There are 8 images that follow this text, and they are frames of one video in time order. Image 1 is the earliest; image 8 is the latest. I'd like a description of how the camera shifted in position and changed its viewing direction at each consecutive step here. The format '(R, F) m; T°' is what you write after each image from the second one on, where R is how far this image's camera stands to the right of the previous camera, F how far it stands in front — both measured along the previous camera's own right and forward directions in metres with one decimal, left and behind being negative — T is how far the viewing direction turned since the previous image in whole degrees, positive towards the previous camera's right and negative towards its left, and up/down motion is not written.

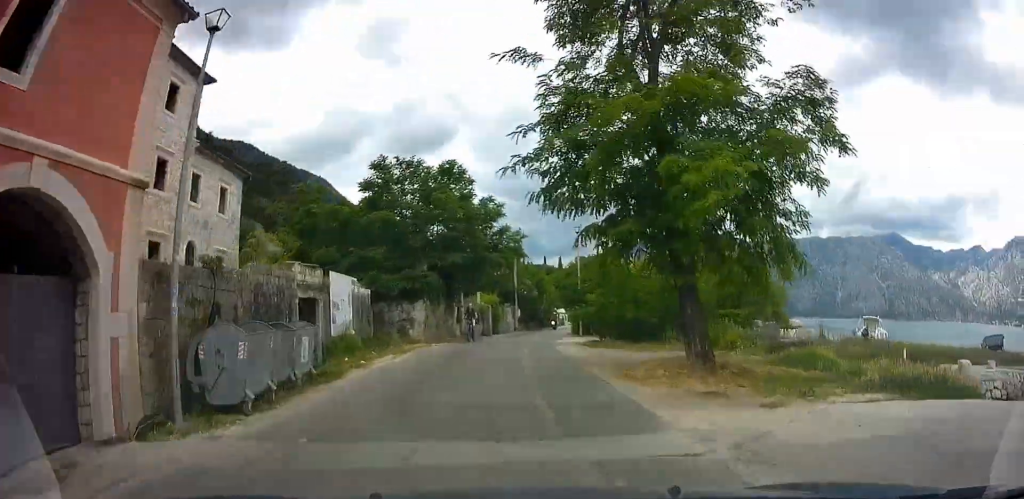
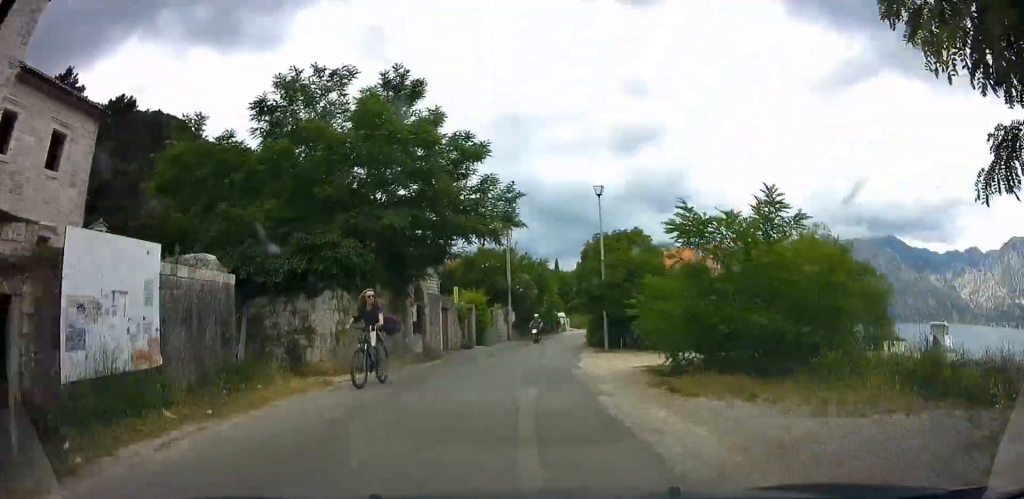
(0.0, +11.8) m; -3°
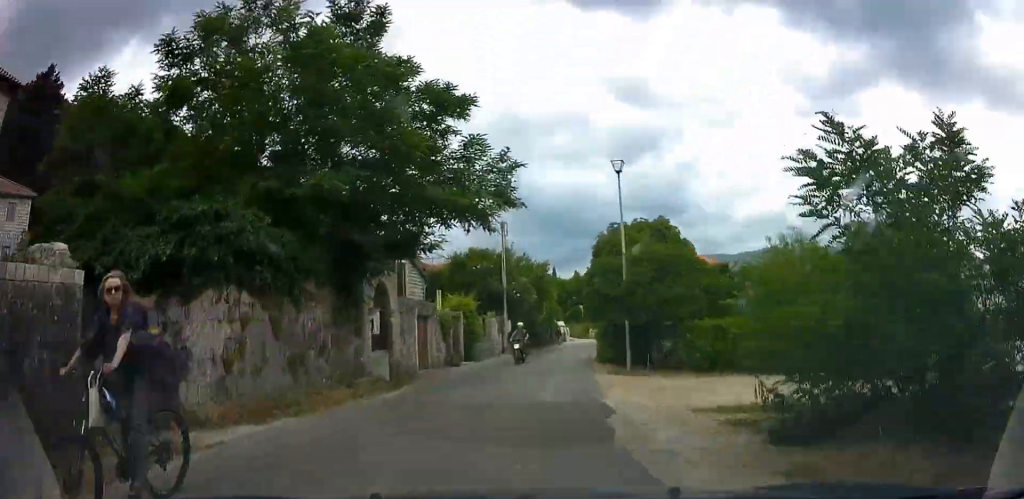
(-0.3, +5.7) m; -1°
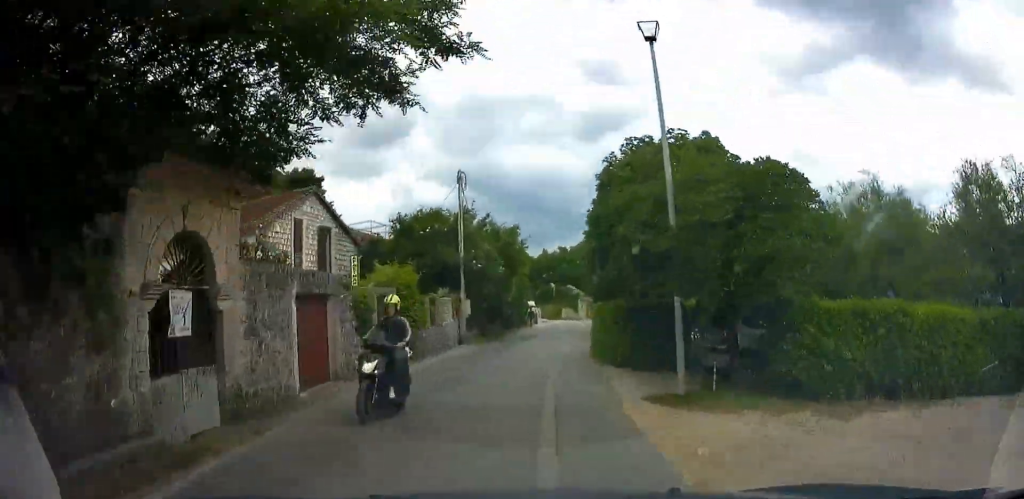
(-0.1, +9.4) m; -1°
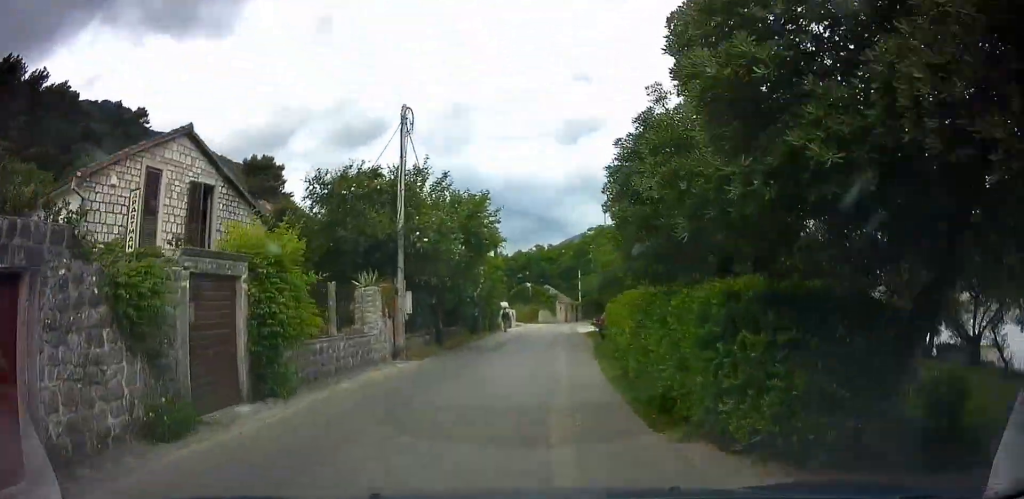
(+0.1, +10.0) m; +2°
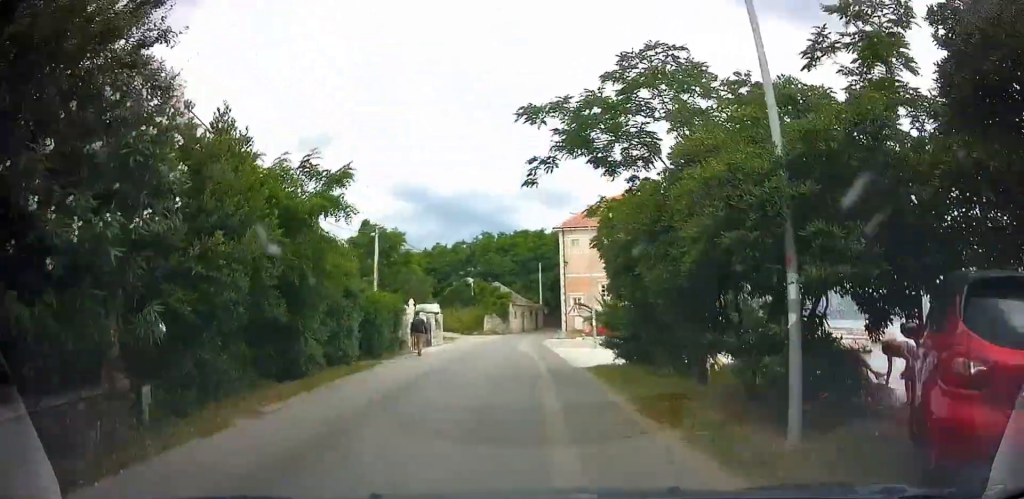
(+1.9, +24.3) m; +8°
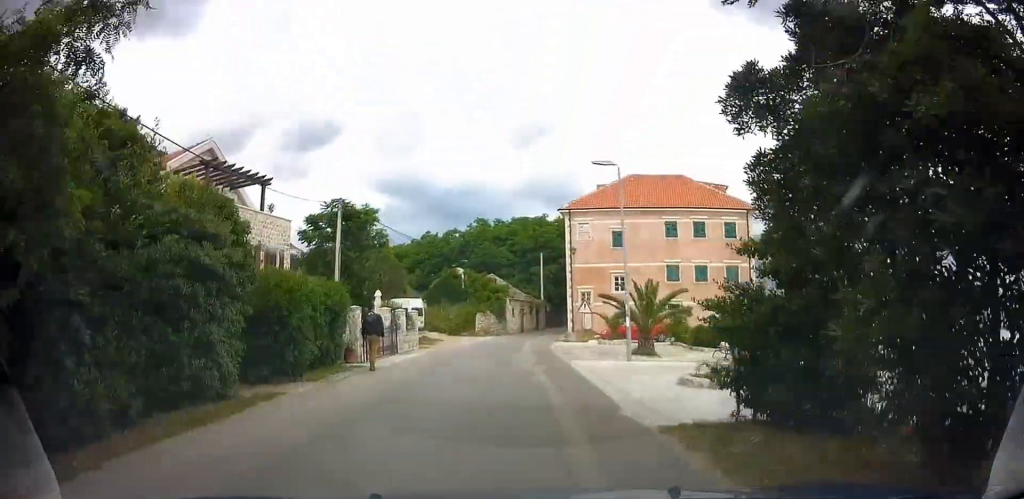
(+0.1, +8.2) m; +1°
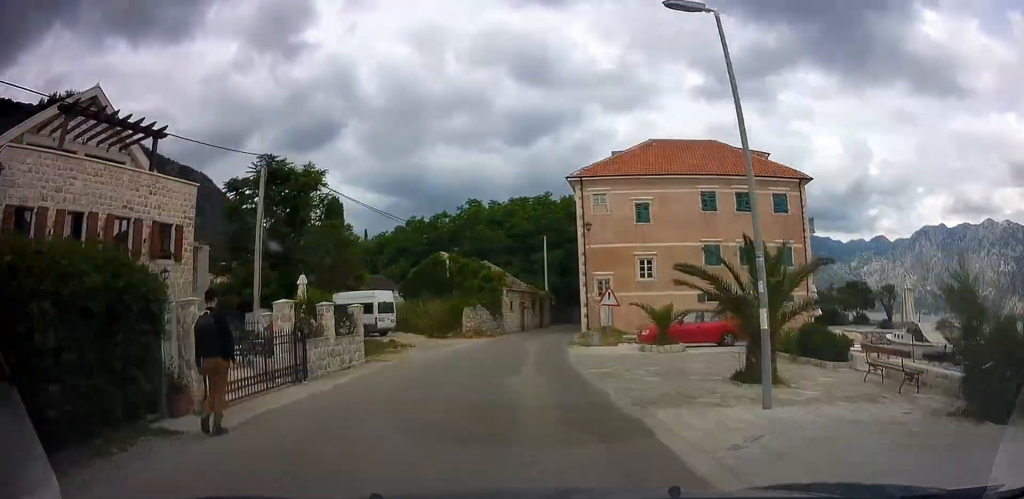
(+0.1, +10.2) m; +3°
